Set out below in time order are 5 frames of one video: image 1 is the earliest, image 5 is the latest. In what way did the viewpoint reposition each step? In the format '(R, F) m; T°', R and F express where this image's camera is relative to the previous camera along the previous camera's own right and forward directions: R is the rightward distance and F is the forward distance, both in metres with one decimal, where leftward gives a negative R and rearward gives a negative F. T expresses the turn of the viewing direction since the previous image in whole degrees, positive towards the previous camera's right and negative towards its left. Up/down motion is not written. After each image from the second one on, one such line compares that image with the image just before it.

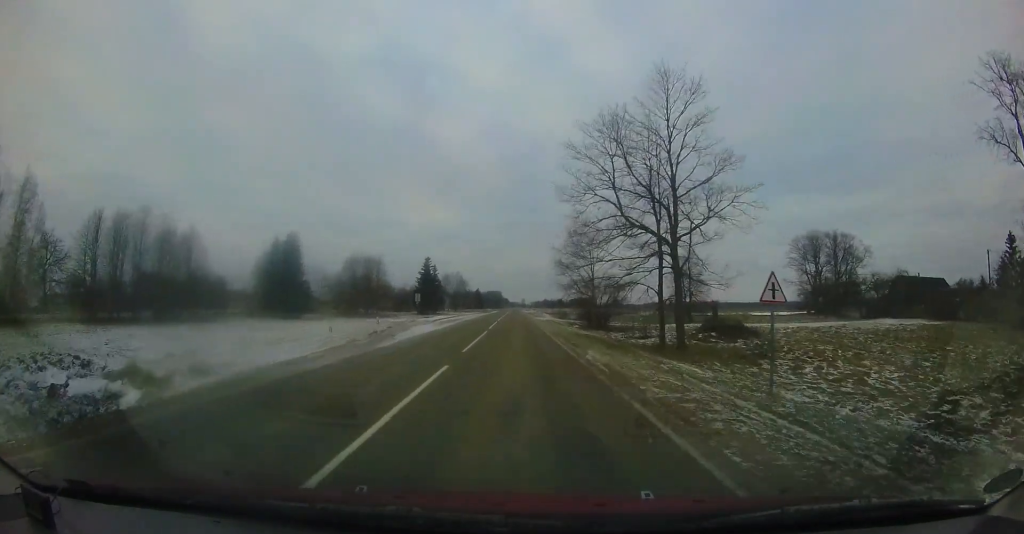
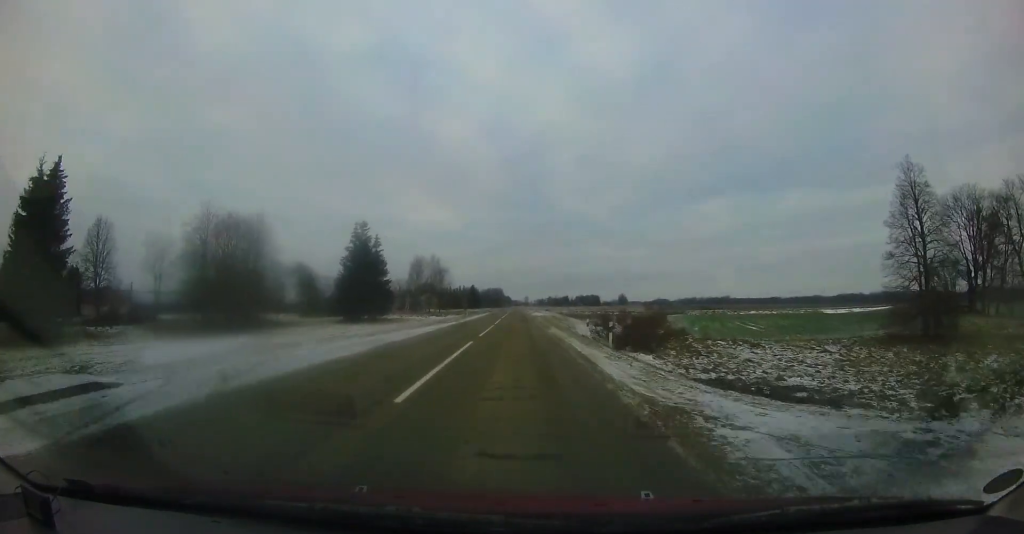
(-0.3, +41.2) m; -2°
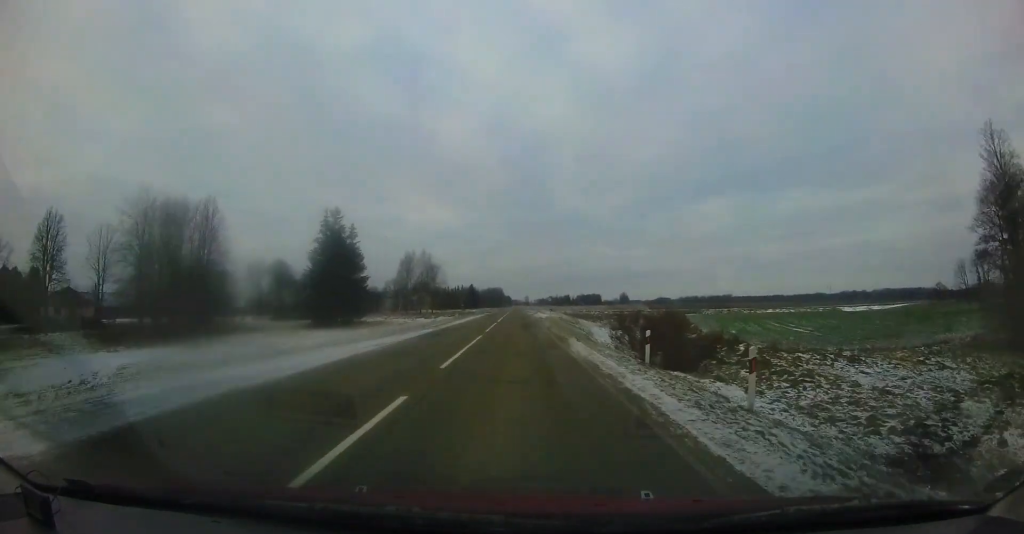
(0.0, +8.5) m; 0°
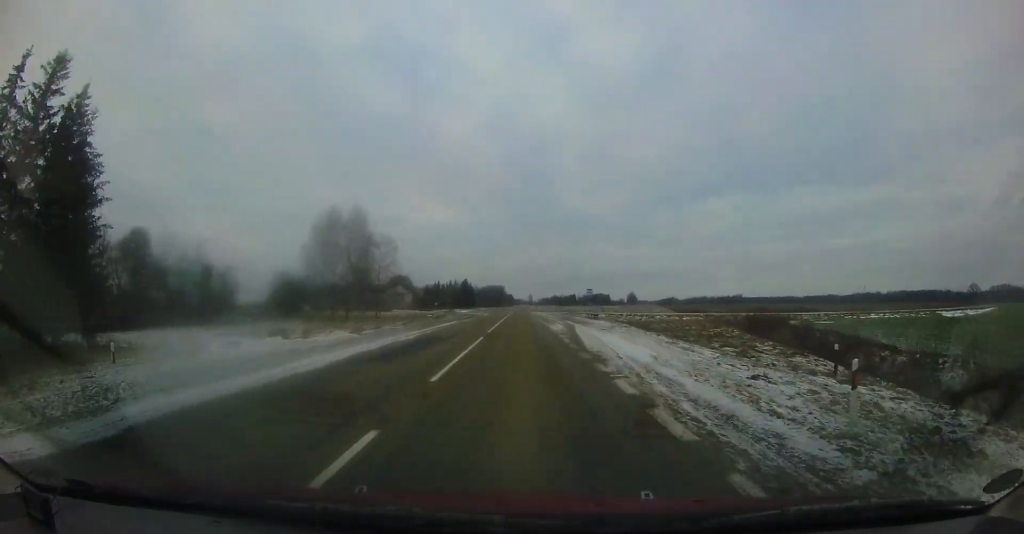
(-0.4, +37.2) m; -1°
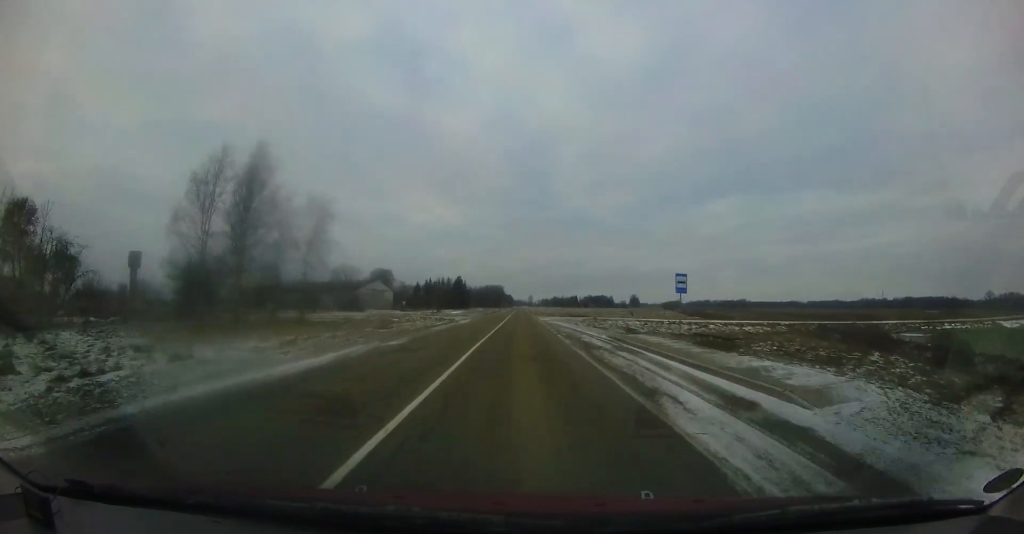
(+0.1, +19.6) m; +2°
